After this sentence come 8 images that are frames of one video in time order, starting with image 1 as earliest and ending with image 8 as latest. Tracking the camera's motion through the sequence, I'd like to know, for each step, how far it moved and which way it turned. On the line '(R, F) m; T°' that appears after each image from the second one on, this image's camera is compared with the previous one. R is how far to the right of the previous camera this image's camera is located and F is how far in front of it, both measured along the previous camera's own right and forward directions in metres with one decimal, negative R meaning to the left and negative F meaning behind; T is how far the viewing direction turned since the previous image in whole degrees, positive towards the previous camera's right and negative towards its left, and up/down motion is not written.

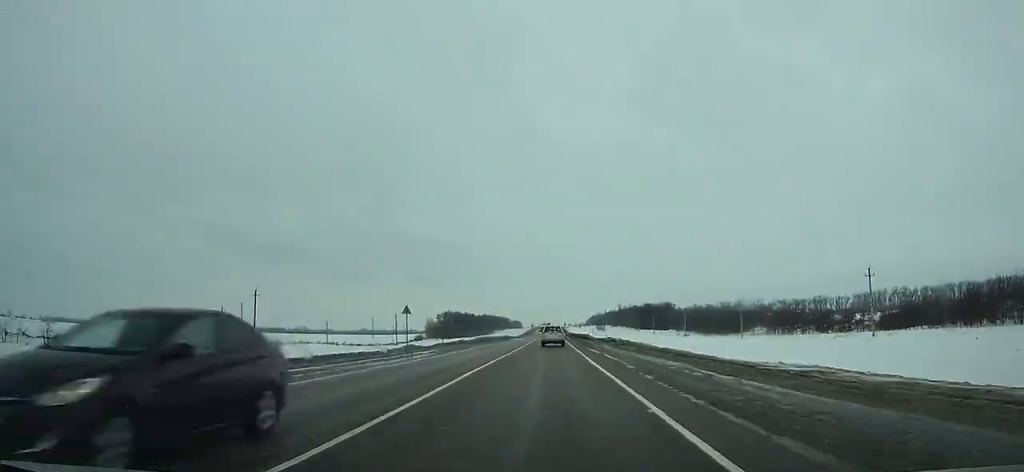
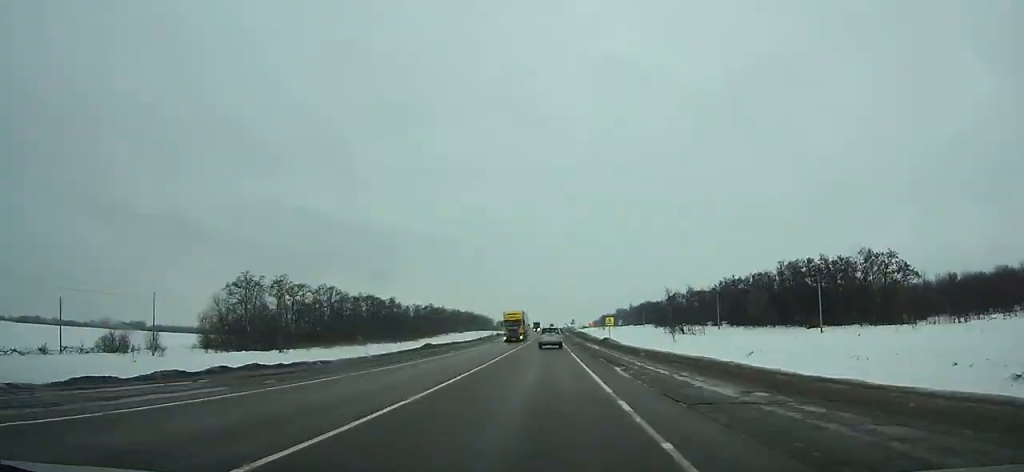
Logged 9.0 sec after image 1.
(+0.1, +205.9) m; 0°
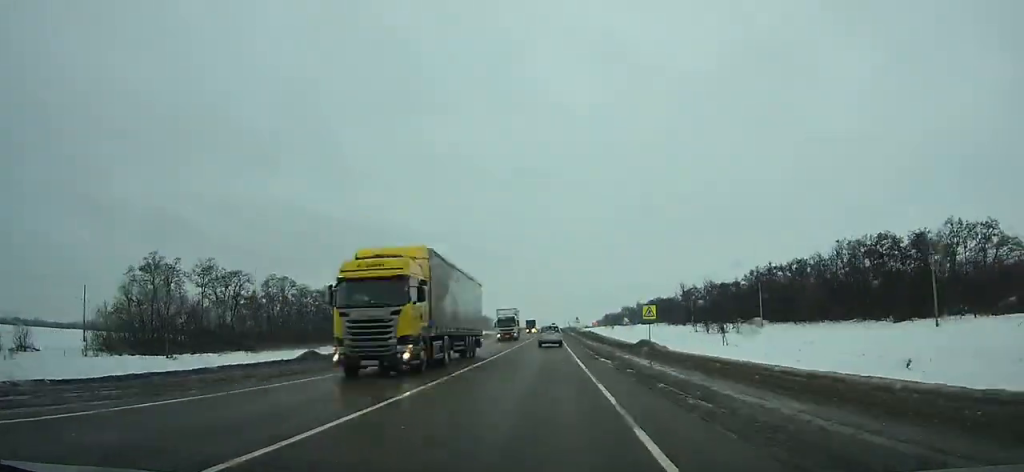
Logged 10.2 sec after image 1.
(0.0, +28.2) m; 0°
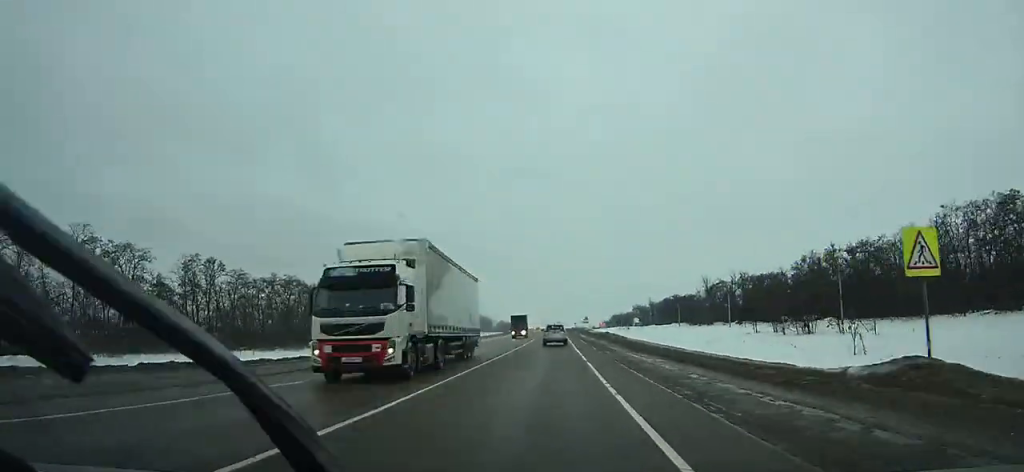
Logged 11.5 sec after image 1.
(-0.1, +30.7) m; 0°
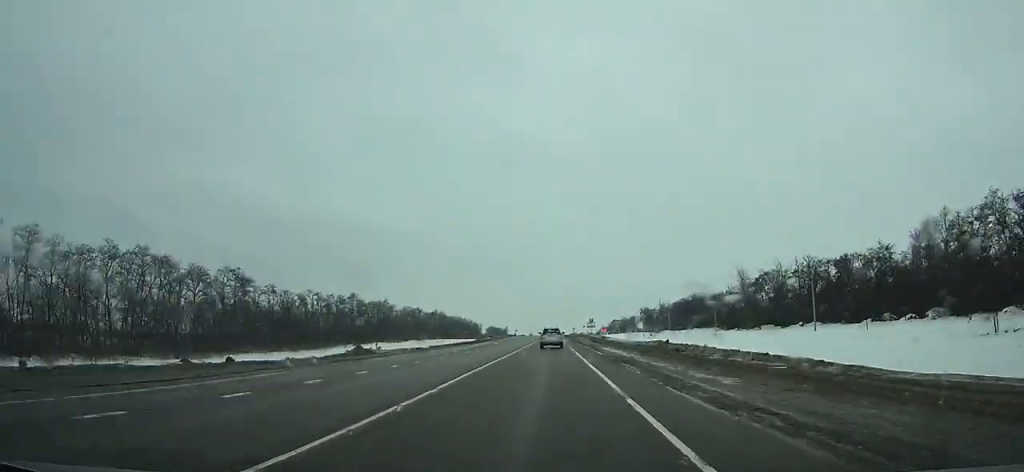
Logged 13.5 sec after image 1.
(-0.1, +47.1) m; 0°
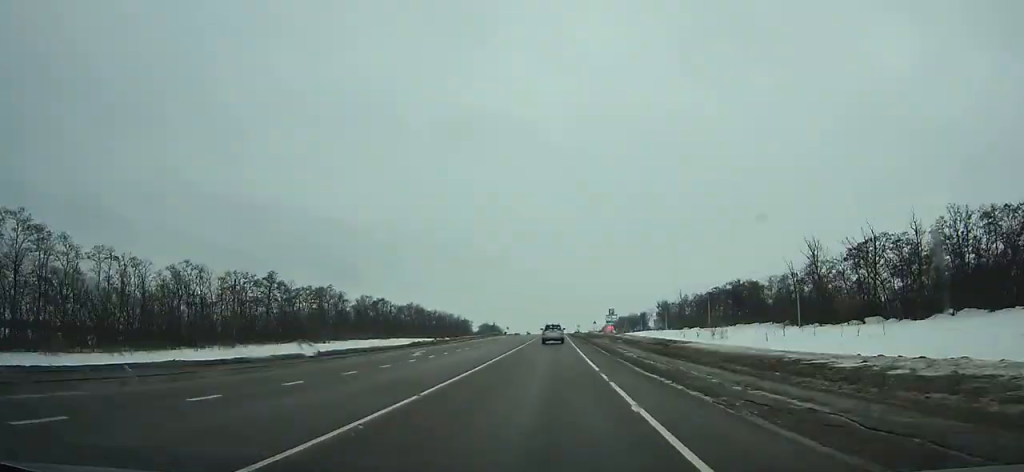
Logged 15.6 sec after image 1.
(0.0, +49.5) m; 0°
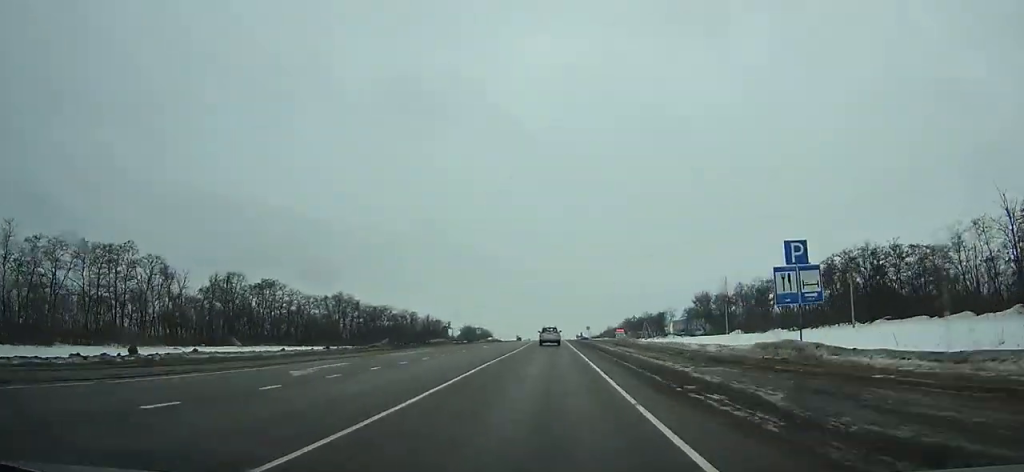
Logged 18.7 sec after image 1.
(+0.5, +72.6) m; 0°
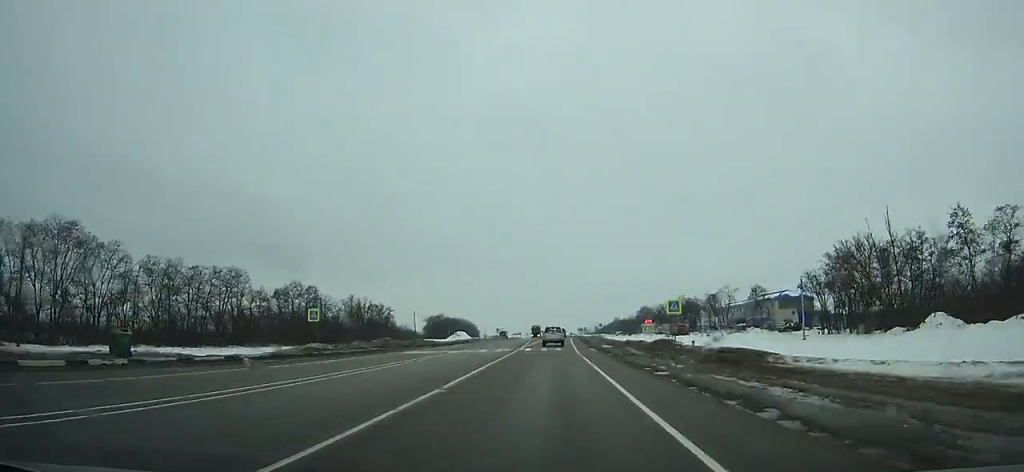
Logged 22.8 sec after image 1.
(0.0, +93.9) m; 0°
